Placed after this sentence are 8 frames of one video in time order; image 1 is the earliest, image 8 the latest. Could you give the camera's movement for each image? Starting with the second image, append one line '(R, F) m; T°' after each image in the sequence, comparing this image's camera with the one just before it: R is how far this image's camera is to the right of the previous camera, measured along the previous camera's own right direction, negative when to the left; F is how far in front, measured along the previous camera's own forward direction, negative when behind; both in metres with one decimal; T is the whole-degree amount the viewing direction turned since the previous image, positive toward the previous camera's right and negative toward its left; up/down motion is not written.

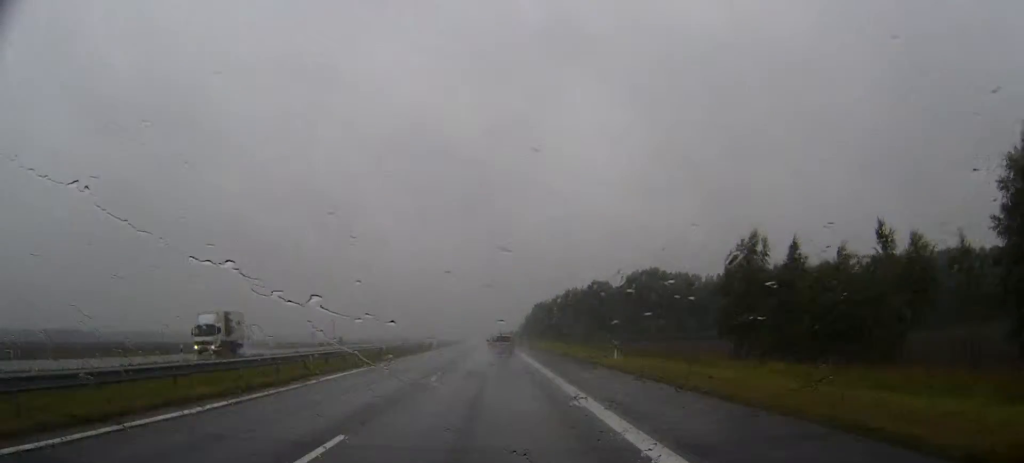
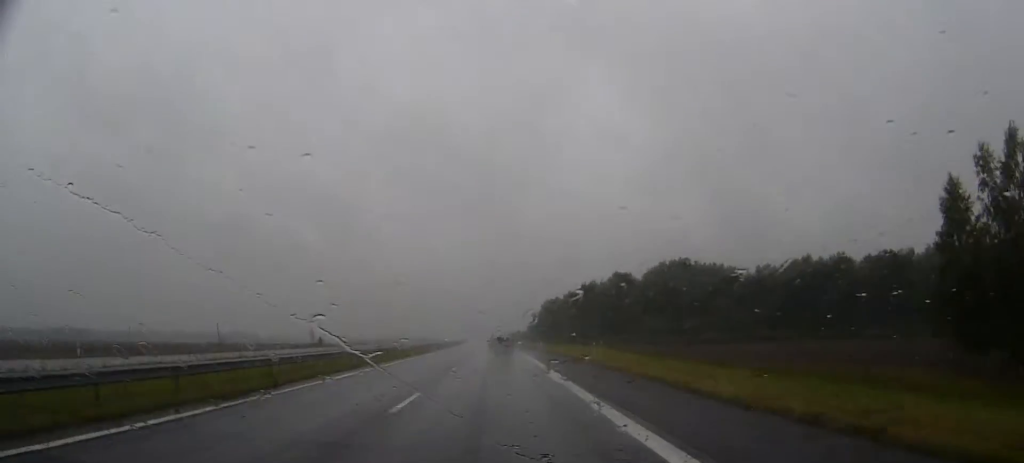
(-0.1, +40.2) m; 0°
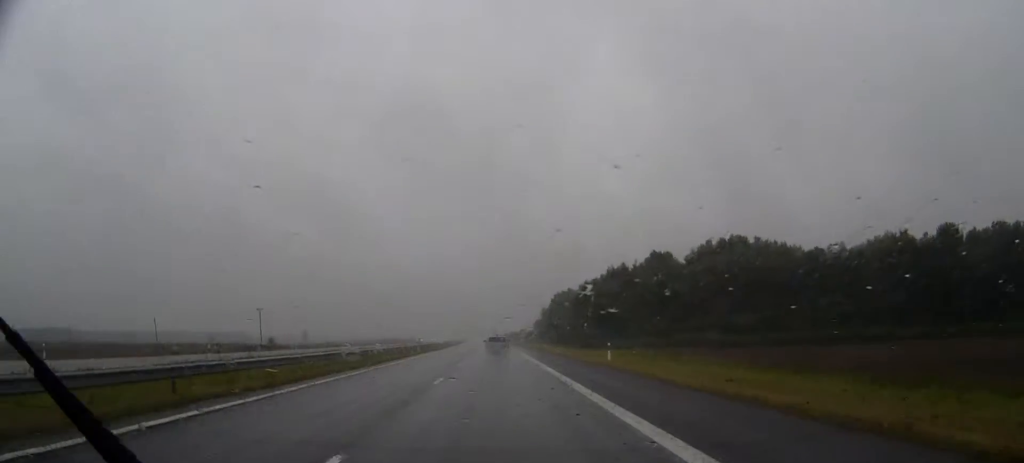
(0.0, +56.1) m; 0°
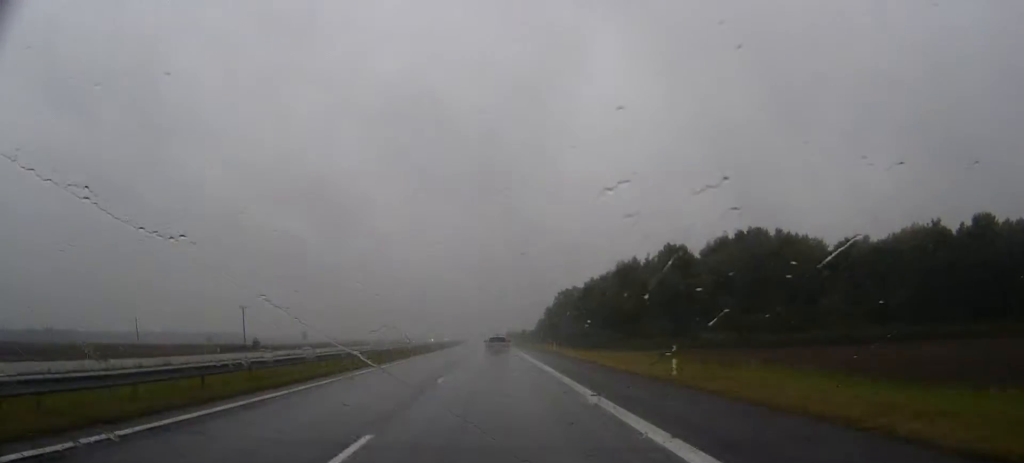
(0.0, +14.1) m; 0°
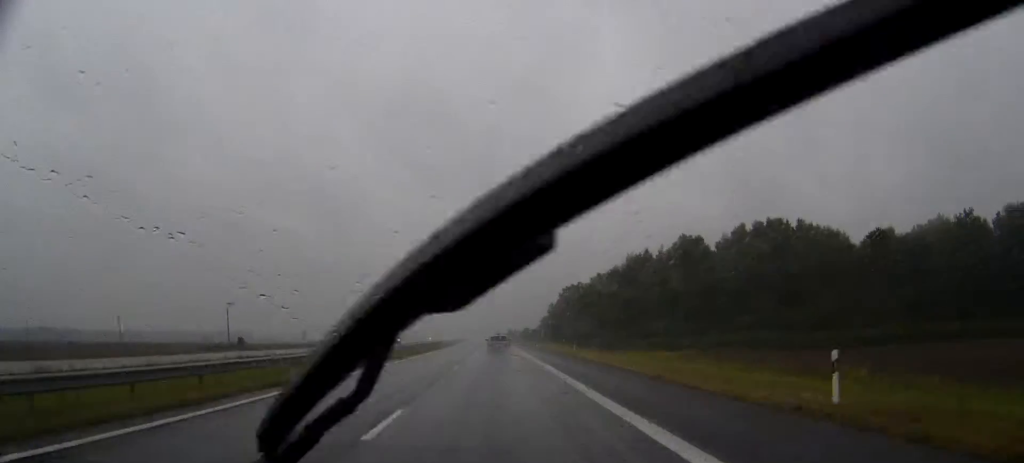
(0.0, +12.2) m; 0°
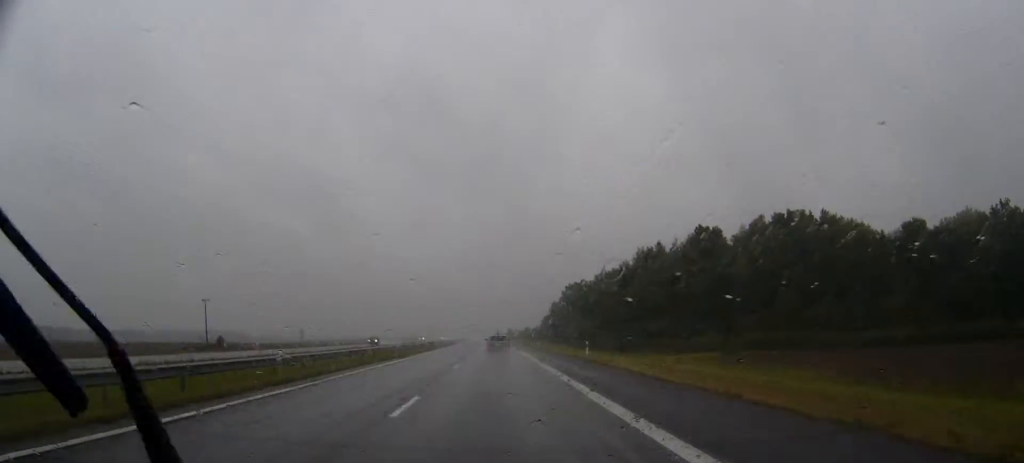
(0.0, +13.1) m; 0°
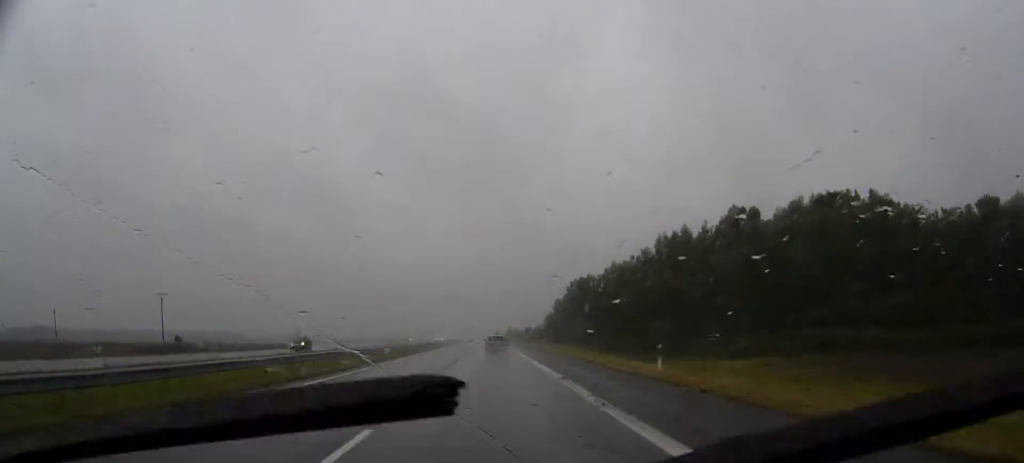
(0.0, +21.5) m; 0°
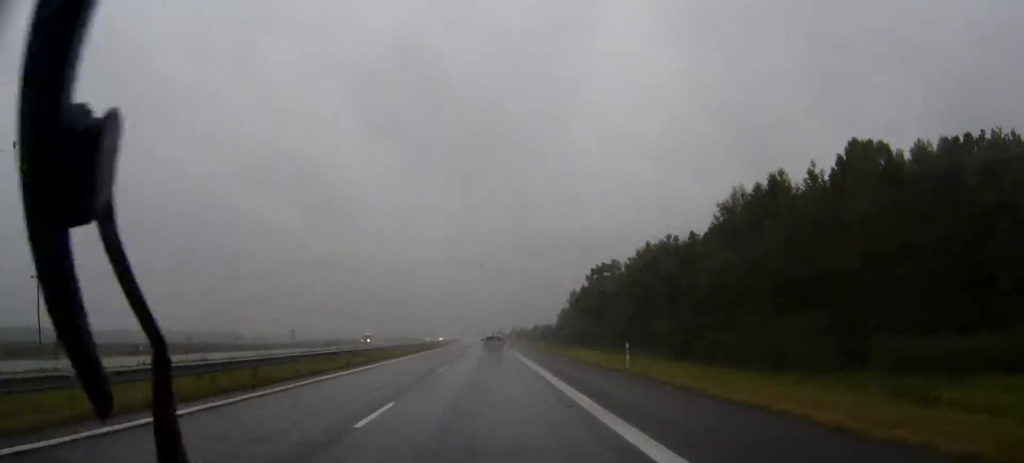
(0.0, +43.0) m; 0°
